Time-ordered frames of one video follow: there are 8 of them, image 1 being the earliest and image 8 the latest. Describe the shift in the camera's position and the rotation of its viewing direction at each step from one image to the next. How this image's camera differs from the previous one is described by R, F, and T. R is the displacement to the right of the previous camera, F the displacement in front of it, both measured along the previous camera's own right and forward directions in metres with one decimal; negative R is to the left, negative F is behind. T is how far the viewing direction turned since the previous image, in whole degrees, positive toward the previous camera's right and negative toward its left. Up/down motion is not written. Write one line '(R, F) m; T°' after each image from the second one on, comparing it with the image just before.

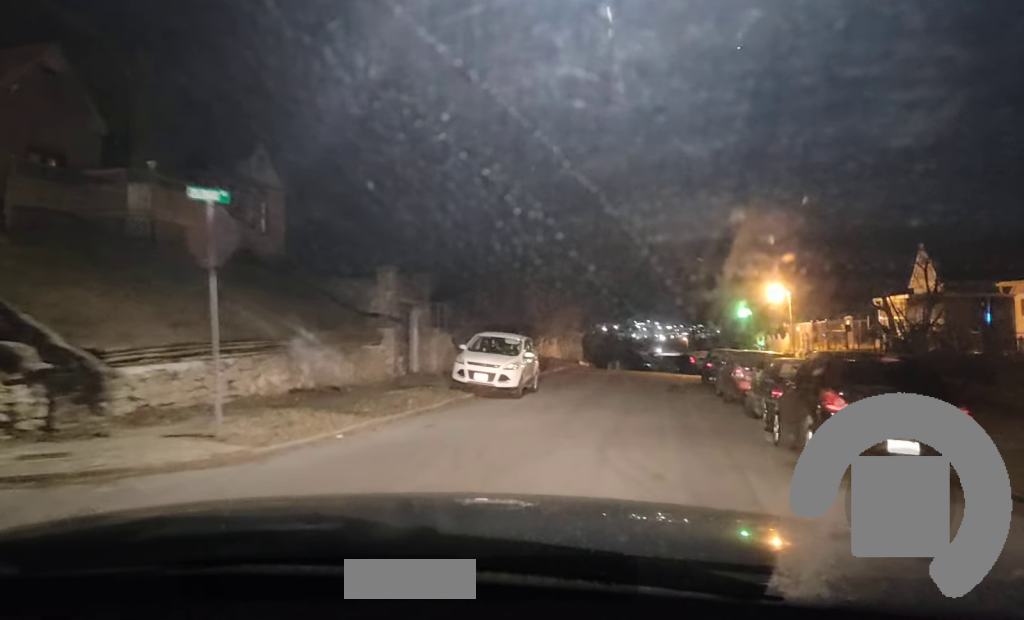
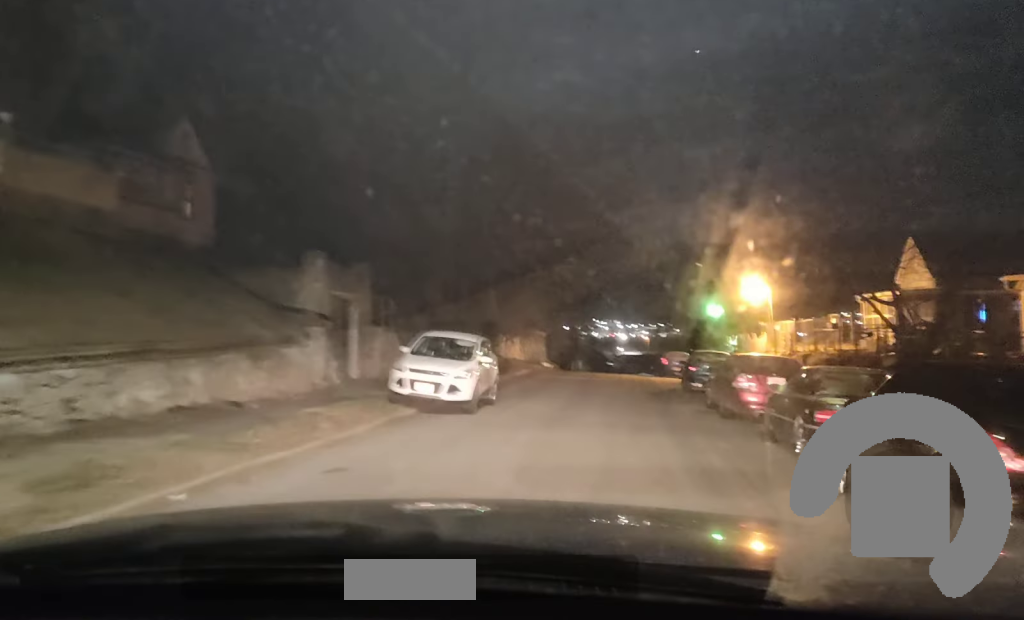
(-0.1, +4.0) m; -1°
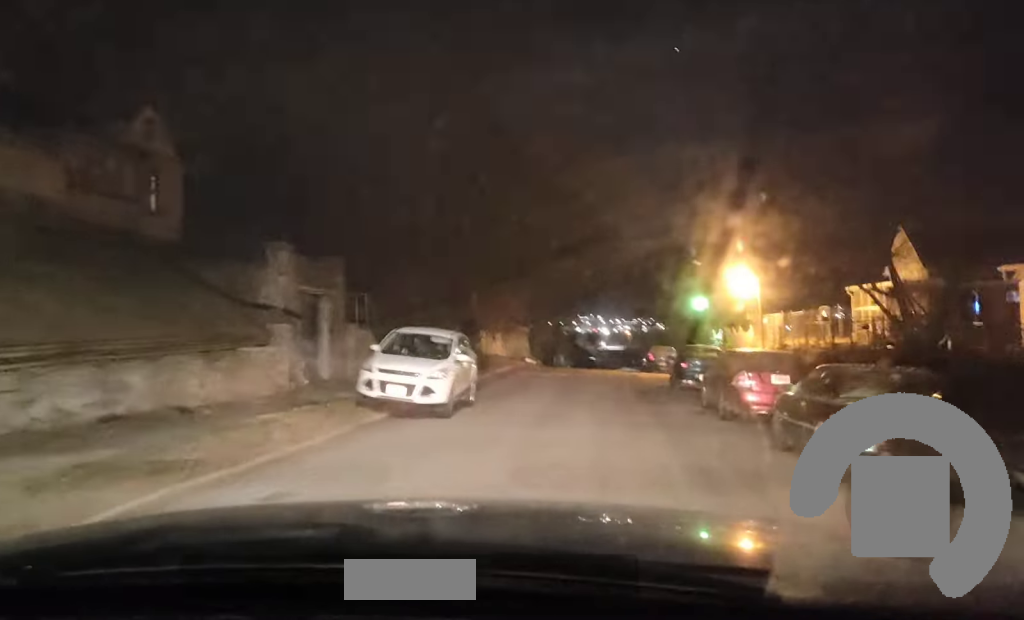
(0.0, +1.5) m; 0°
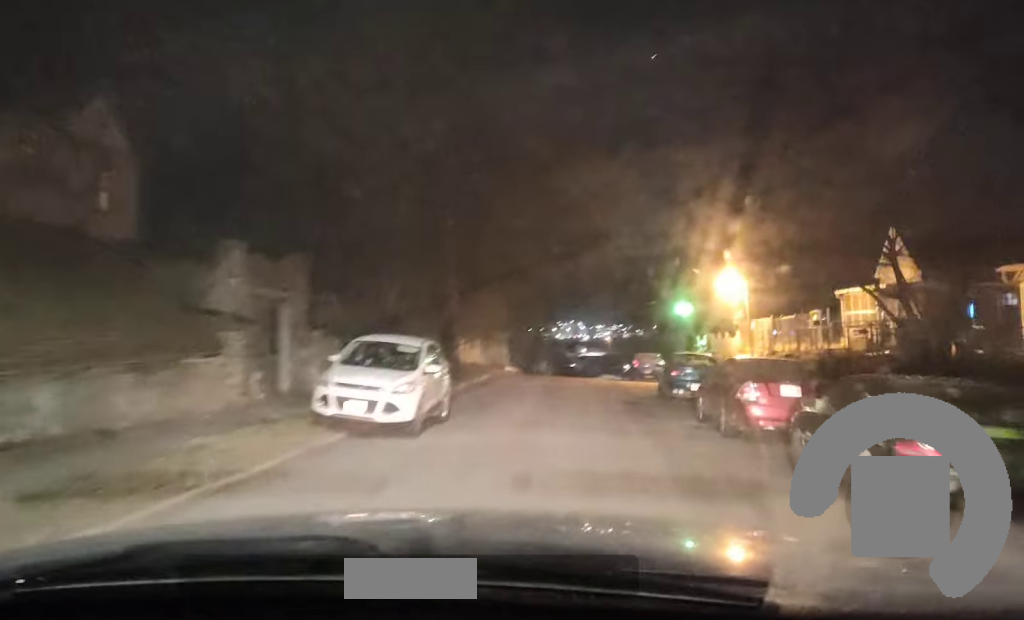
(+0.1, +1.8) m; +1°
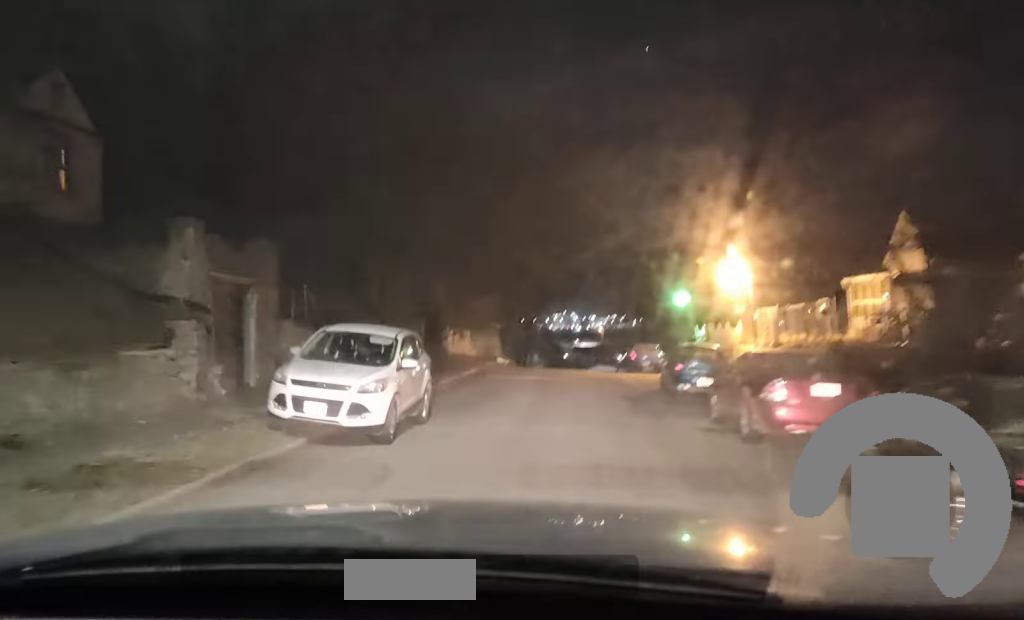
(0.0, +1.8) m; +1°
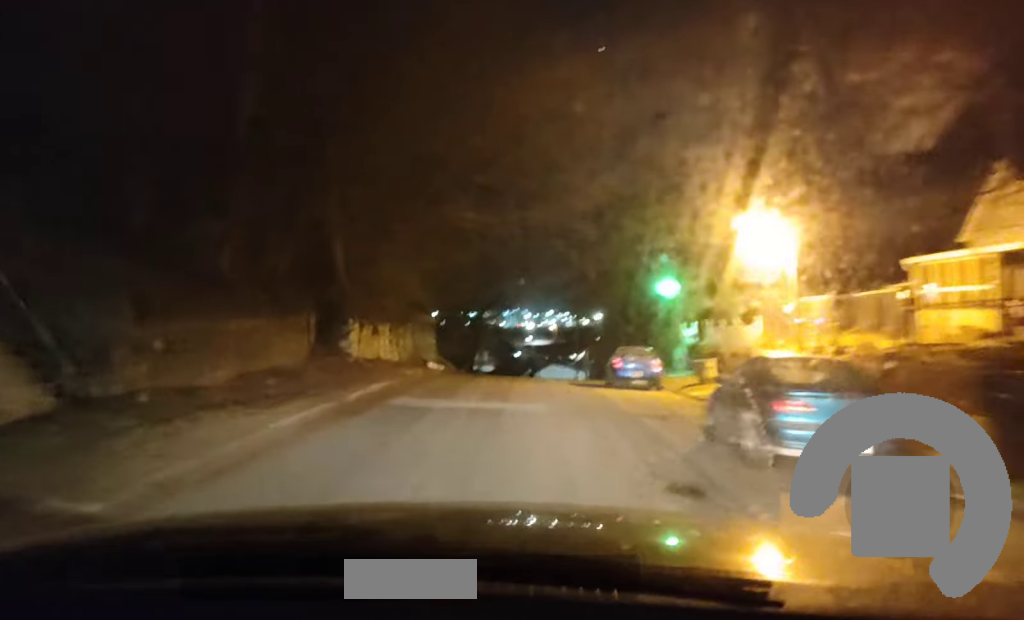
(+0.8, +12.0) m; +5°
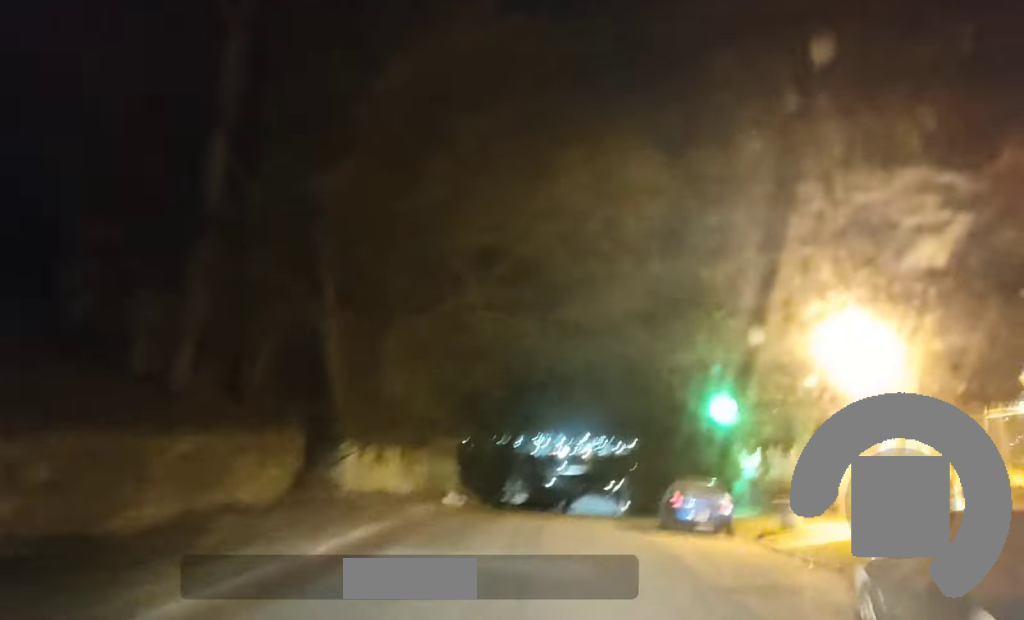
(-0.1, +4.4) m; -1°
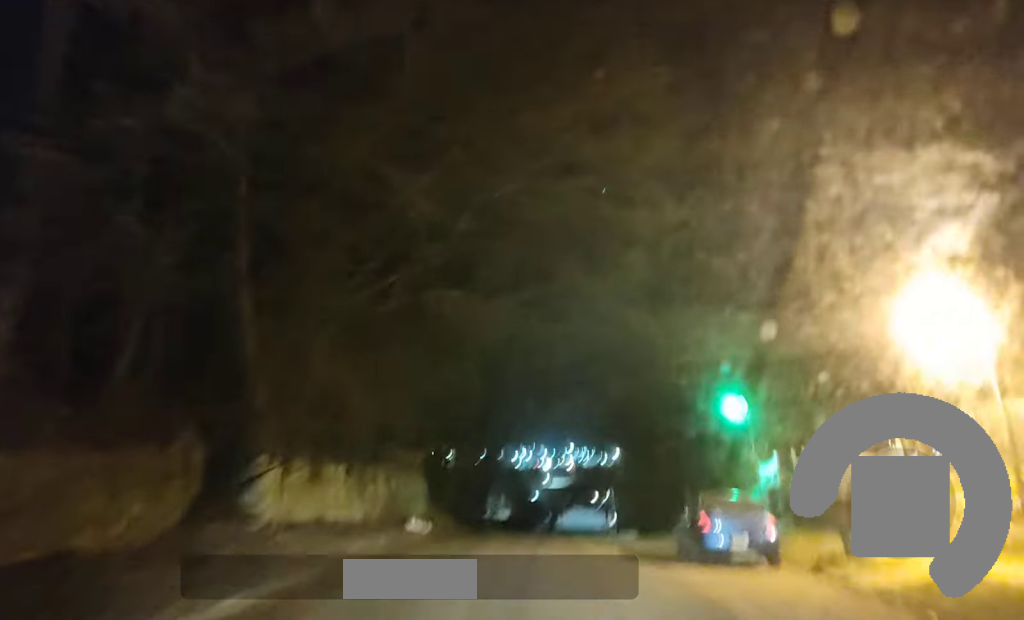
(0.0, +5.2) m; 0°
